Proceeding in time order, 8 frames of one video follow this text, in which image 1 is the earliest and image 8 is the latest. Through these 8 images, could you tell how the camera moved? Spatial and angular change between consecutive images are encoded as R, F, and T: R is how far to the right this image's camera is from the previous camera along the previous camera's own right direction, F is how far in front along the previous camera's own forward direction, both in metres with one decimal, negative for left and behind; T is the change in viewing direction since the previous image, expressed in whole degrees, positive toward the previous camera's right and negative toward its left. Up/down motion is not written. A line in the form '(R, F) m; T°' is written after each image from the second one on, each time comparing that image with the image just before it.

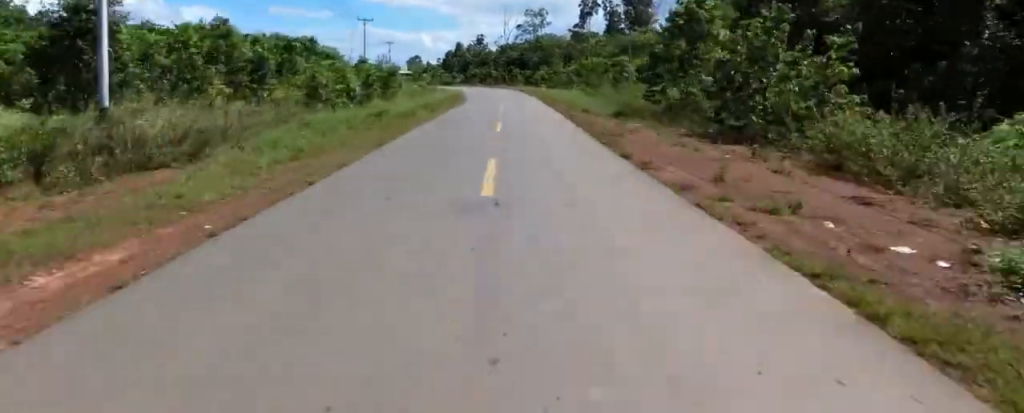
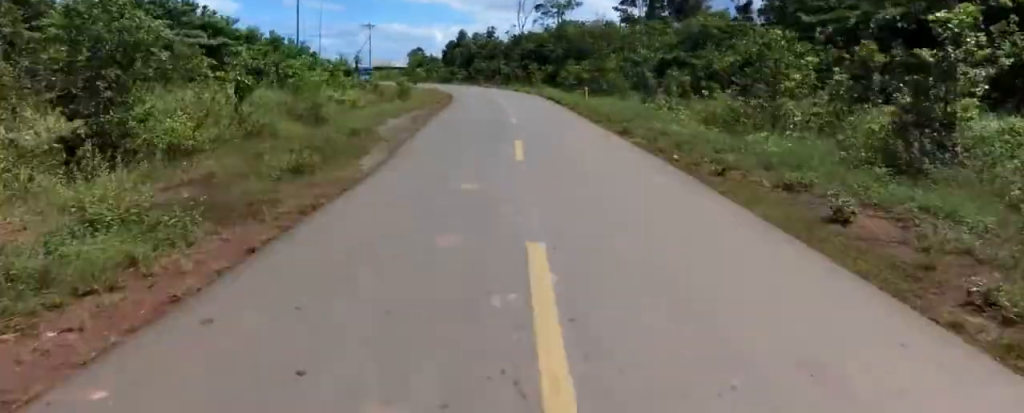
(0.0, +29.7) m; 0°
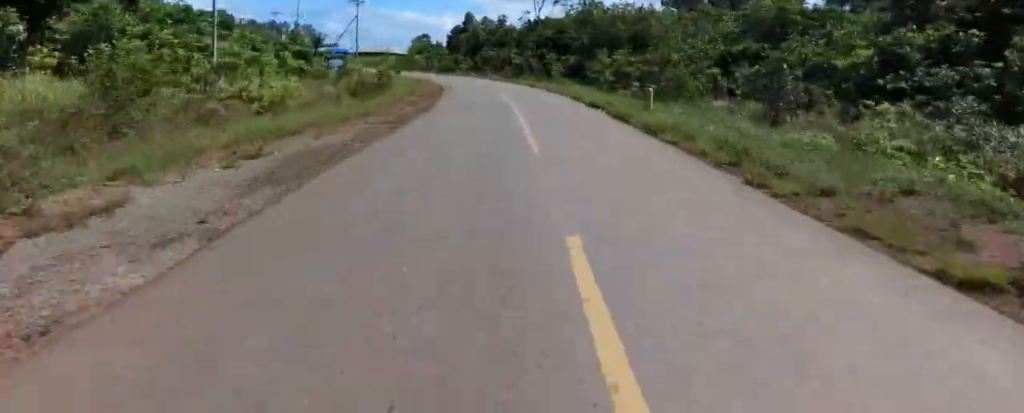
(+0.2, +16.0) m; 0°
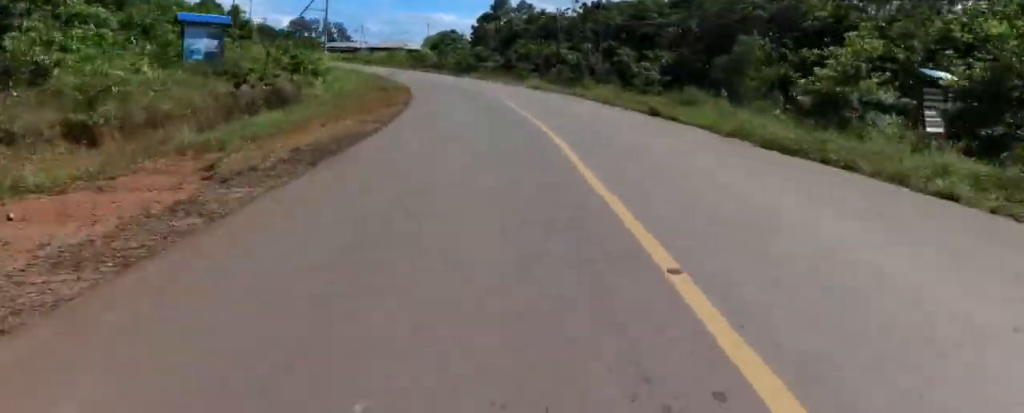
(-0.9, +29.9) m; -2°
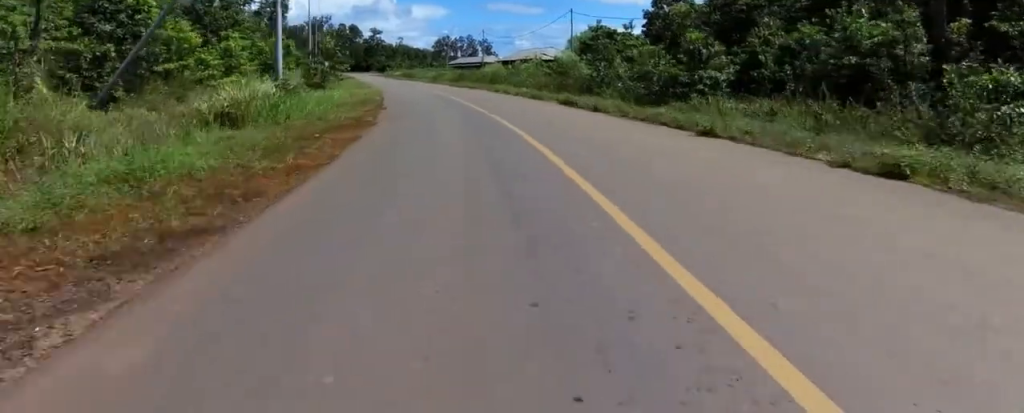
(-1.8, +38.1) m; -11°
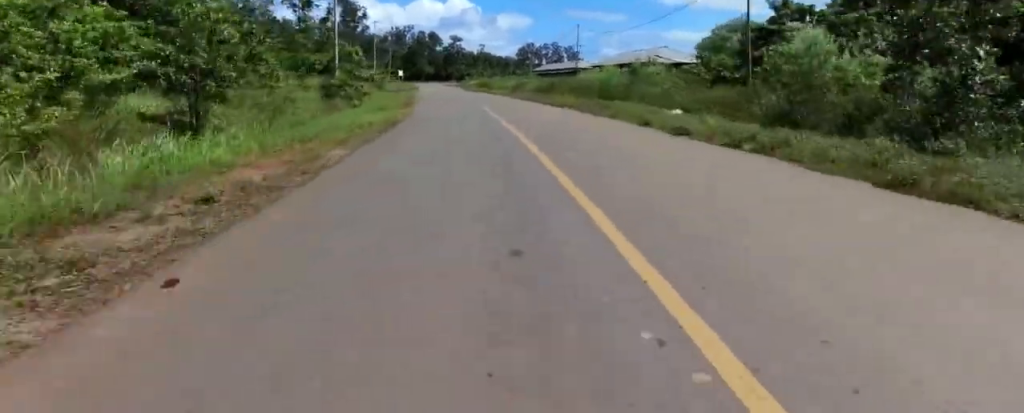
(-2.3, +20.1) m; -11°
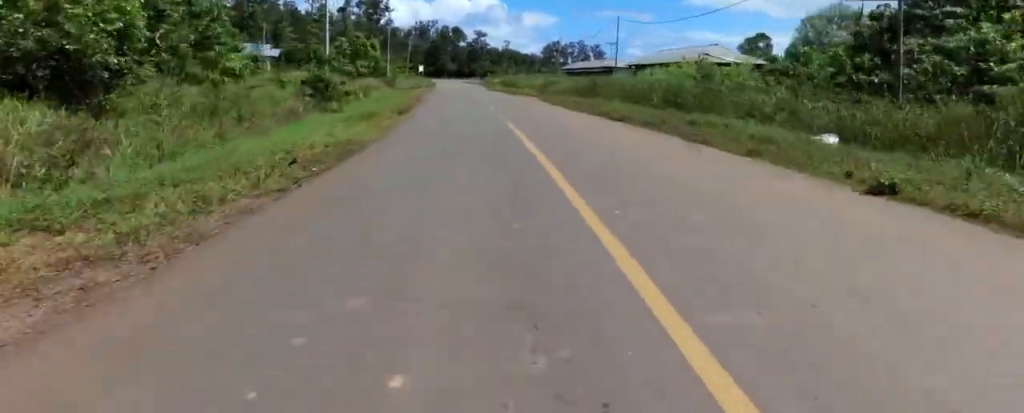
(-0.6, +8.7) m; -3°
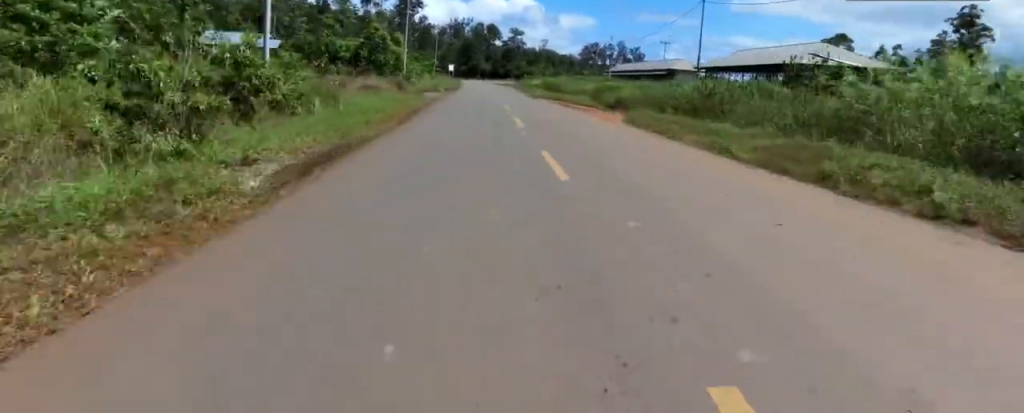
(-0.4, +14.9) m; -3°
